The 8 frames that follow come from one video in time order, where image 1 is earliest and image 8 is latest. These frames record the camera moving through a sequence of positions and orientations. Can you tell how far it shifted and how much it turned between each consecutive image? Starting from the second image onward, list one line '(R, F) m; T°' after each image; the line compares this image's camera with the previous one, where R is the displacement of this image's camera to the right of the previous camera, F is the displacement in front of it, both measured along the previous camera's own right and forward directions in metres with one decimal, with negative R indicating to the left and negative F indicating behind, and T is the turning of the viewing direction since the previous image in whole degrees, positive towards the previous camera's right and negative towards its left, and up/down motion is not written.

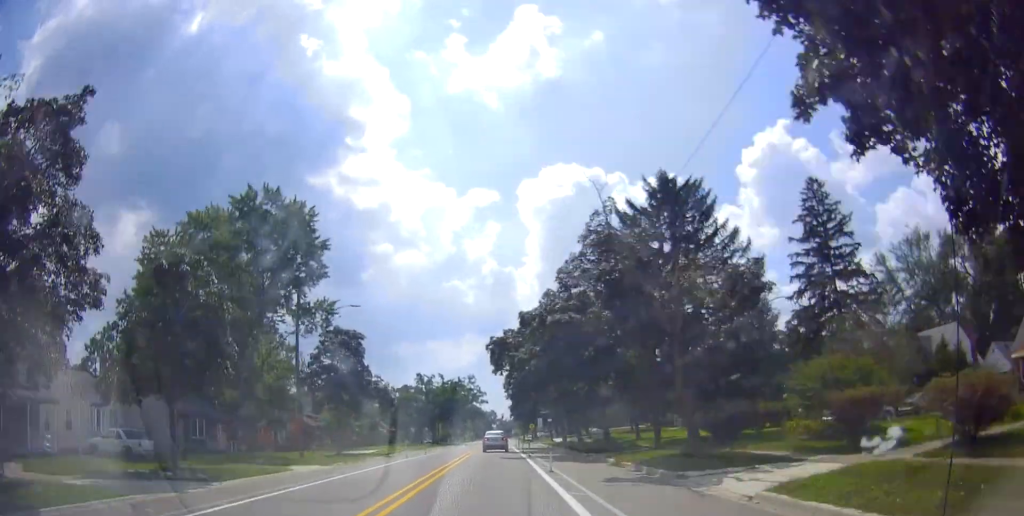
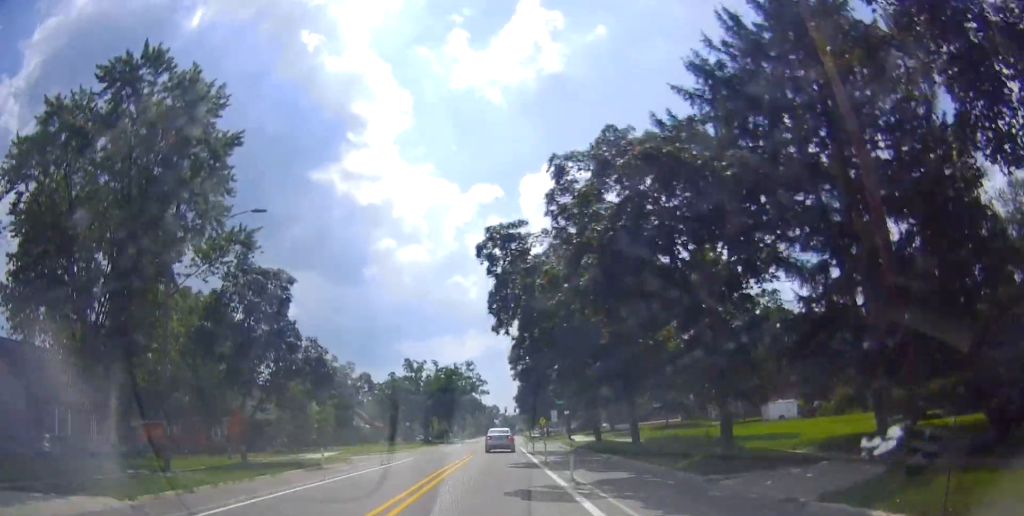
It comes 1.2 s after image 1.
(-0.6, +16.8) m; -2°
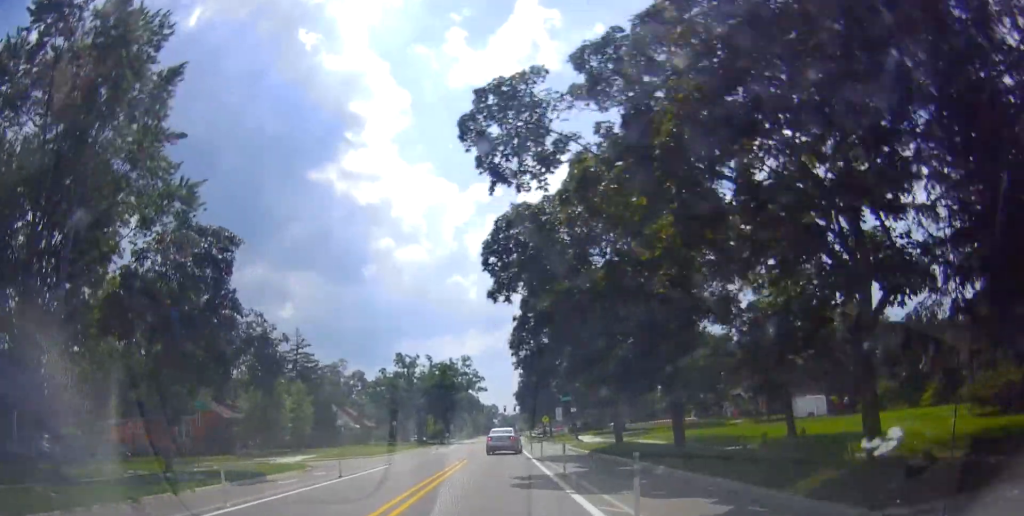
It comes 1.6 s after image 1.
(-0.2, +6.8) m; 0°
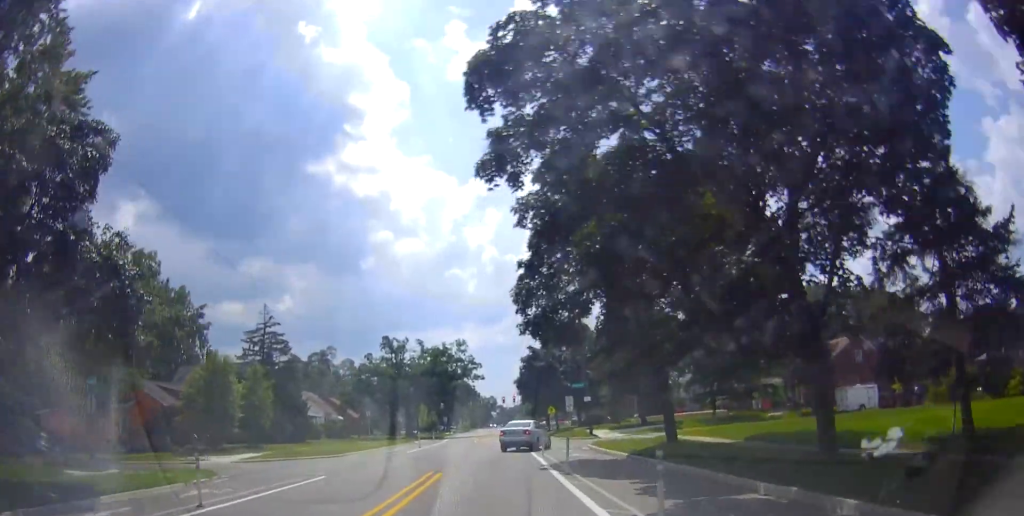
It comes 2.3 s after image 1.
(+0.5, +10.2) m; +2°
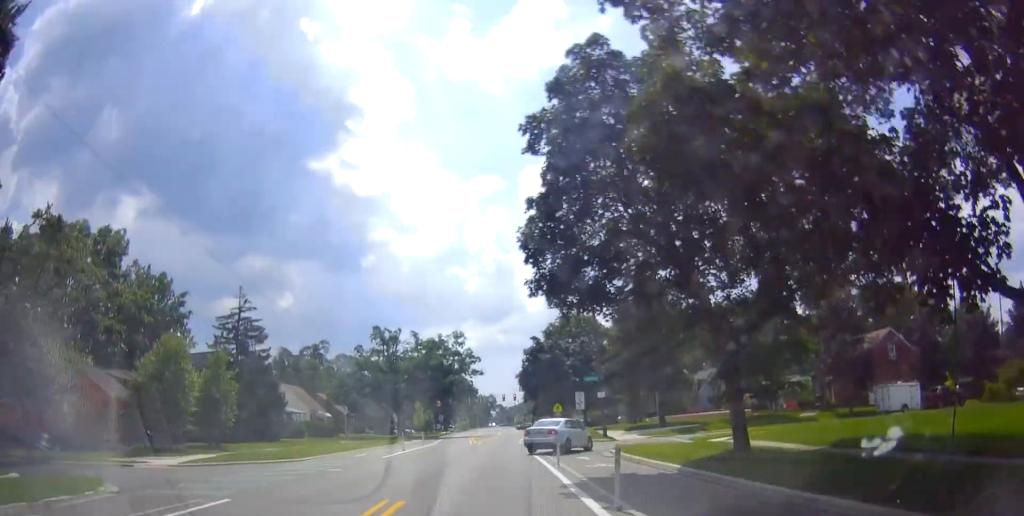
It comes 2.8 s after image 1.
(+0.1, +7.0) m; +1°
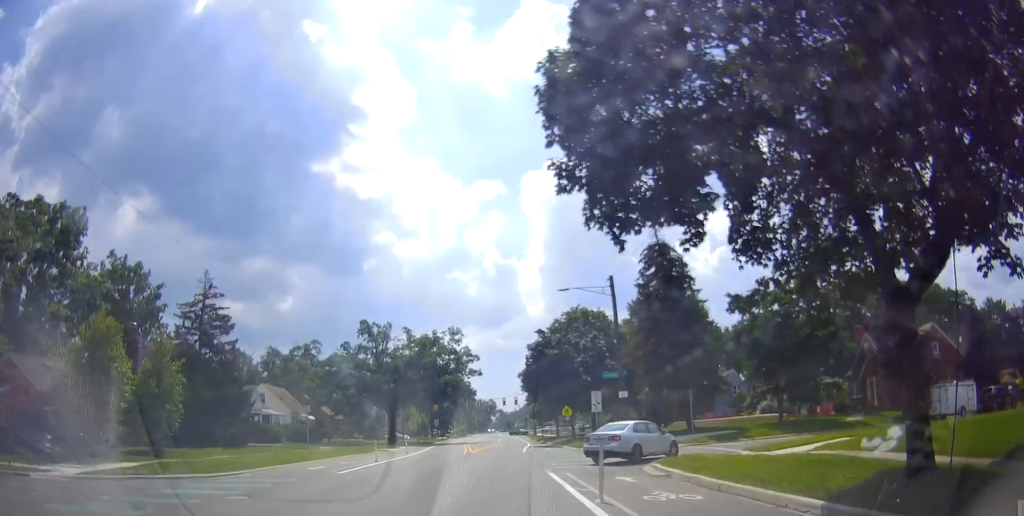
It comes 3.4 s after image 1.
(0.0, +8.2) m; 0°
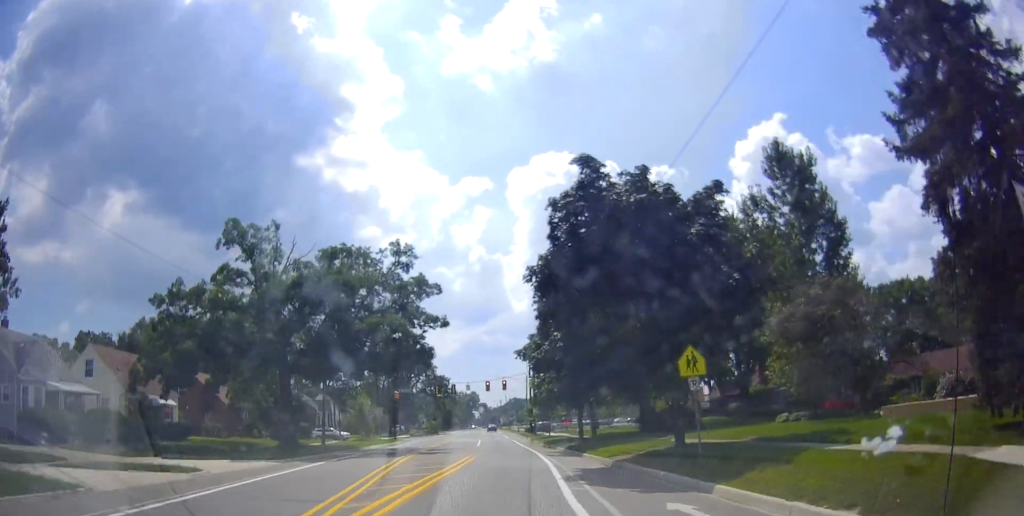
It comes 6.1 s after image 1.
(-1.3, +31.2) m; -3°
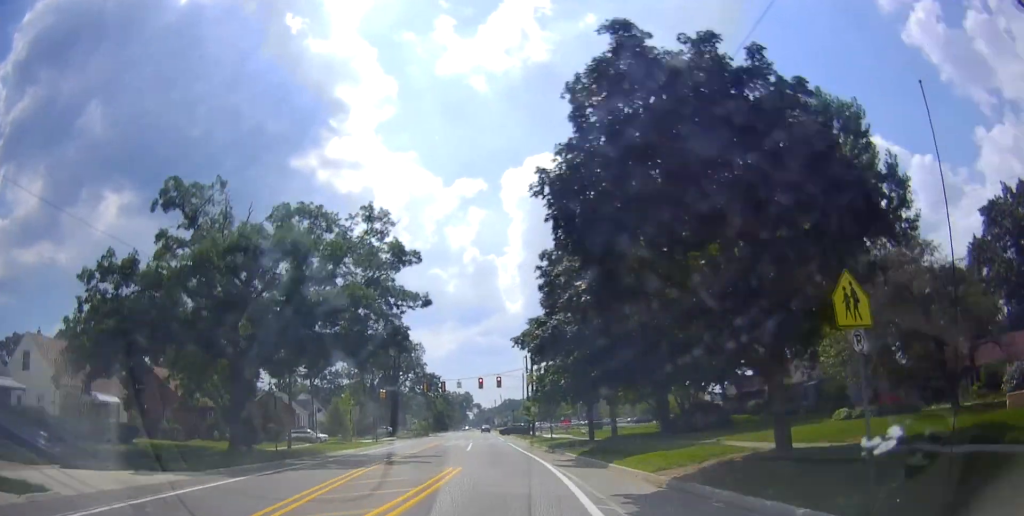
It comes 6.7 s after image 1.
(0.0, +6.8) m; +1°
